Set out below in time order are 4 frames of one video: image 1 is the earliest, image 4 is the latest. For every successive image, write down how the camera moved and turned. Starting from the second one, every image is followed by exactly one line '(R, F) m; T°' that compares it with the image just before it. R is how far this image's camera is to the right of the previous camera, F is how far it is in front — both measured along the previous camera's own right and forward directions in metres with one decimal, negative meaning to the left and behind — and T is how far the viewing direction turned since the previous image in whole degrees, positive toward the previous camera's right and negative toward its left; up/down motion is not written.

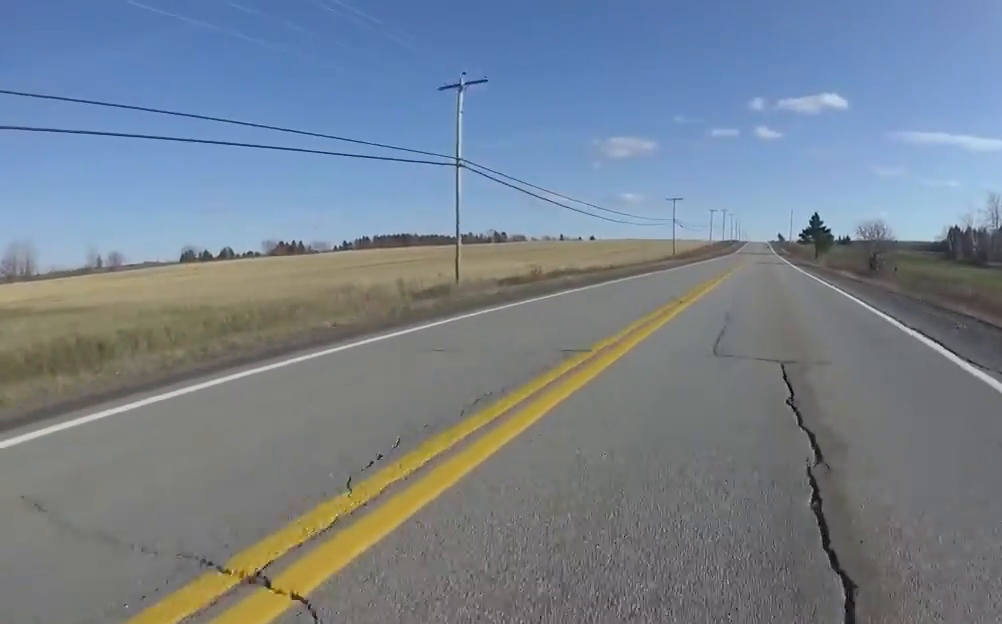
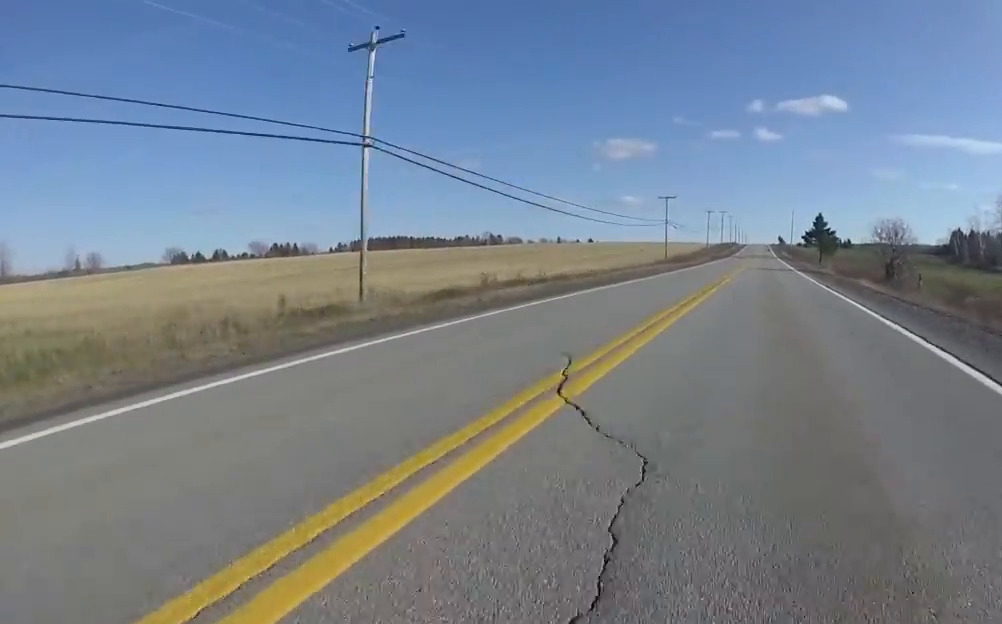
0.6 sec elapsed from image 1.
(0.0, +6.0) m; +2°
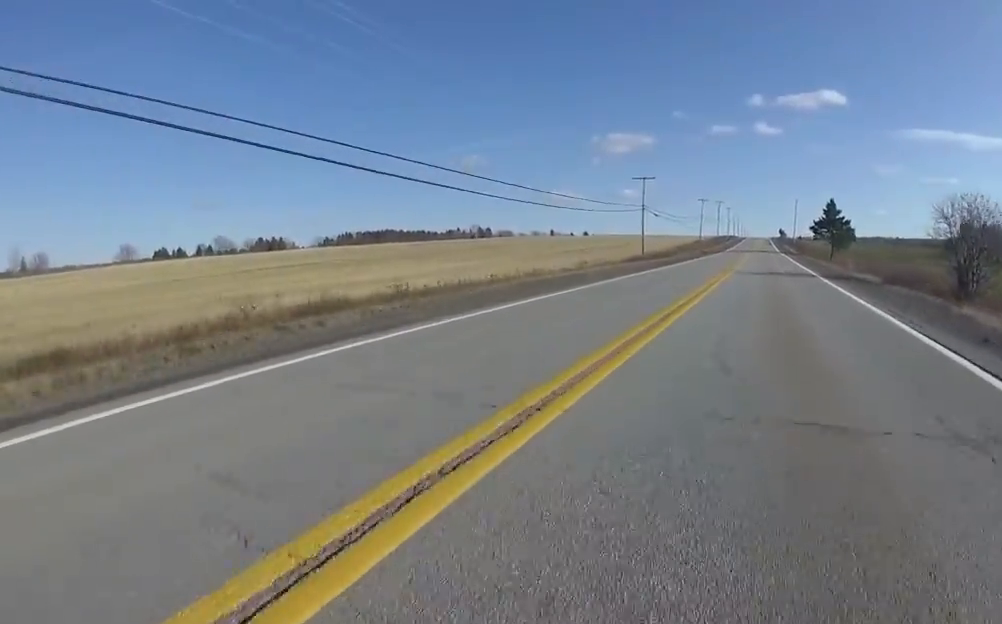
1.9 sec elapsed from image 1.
(+1.0, +14.1) m; +2°
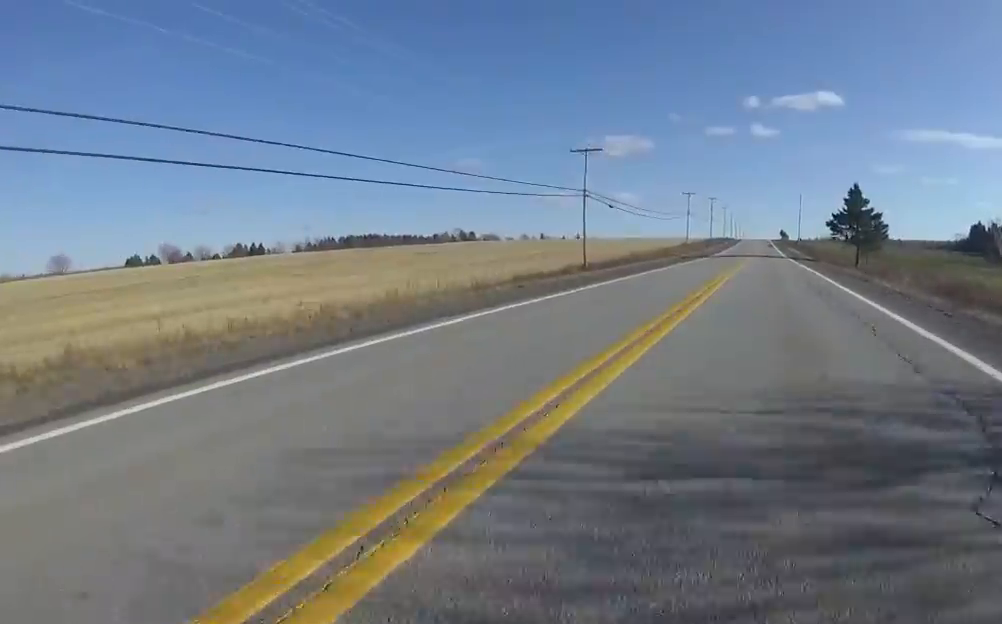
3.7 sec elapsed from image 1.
(-0.9, +19.0) m; -1°
